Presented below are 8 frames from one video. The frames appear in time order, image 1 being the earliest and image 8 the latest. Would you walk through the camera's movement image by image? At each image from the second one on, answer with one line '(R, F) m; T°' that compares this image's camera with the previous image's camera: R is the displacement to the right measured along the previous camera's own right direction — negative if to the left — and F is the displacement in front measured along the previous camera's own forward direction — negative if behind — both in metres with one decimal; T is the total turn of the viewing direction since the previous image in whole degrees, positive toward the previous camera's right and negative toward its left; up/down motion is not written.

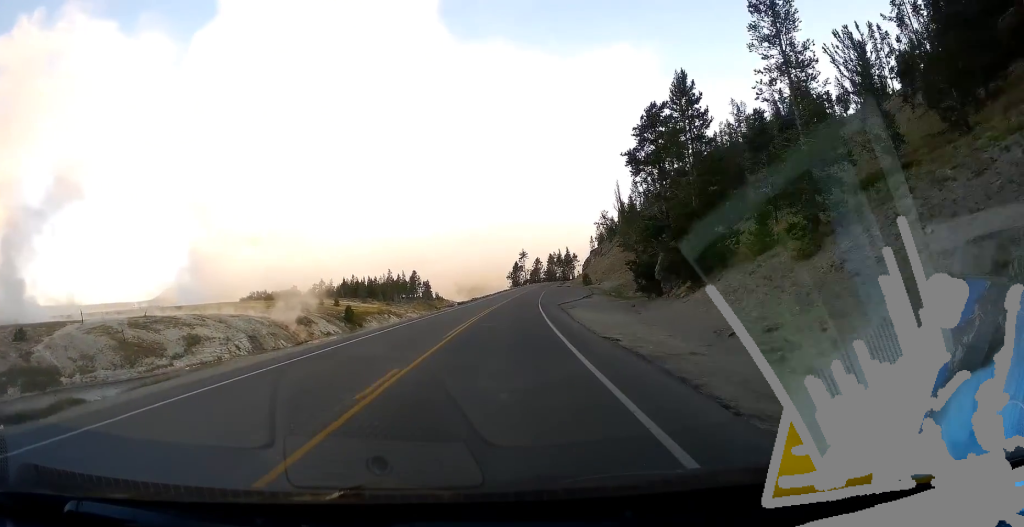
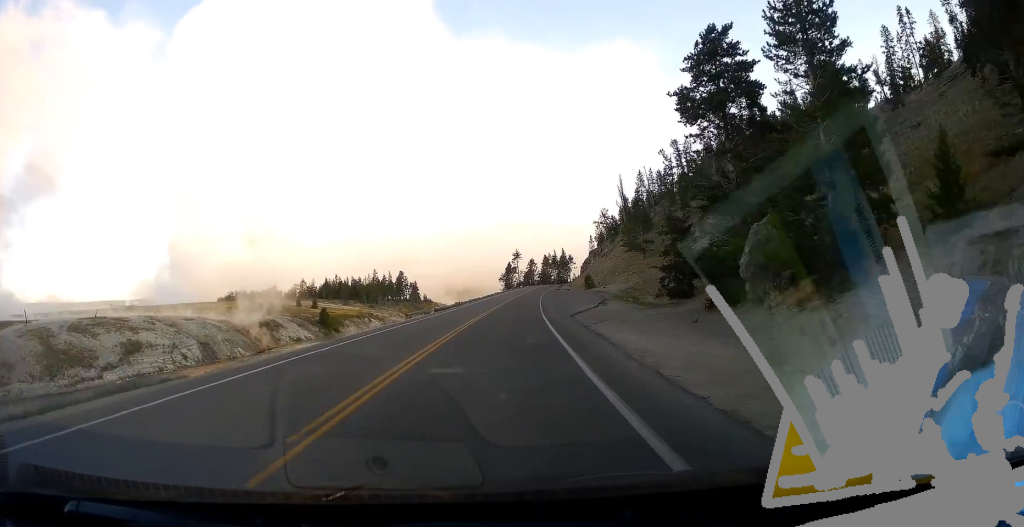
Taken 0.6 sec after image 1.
(+0.1, +13.5) m; +1°
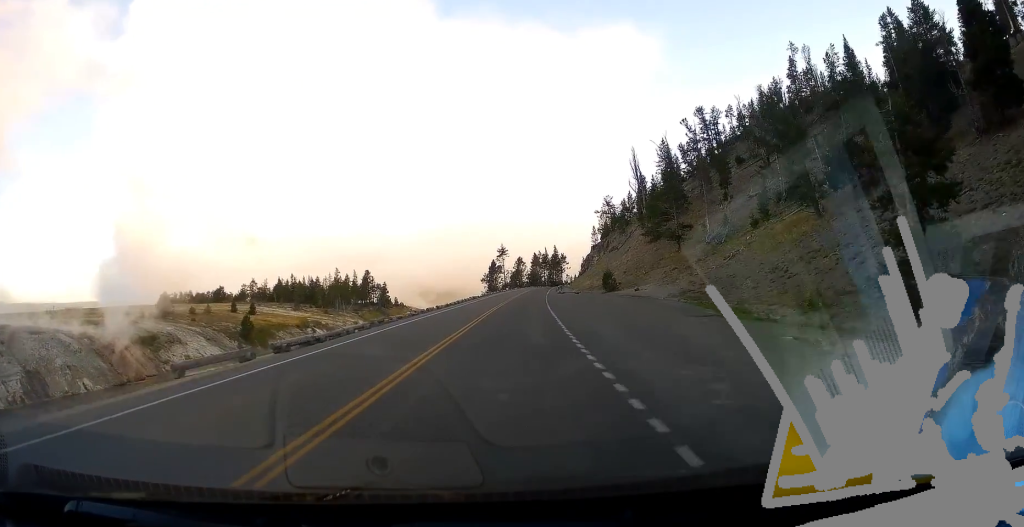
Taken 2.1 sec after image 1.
(+0.4, +34.0) m; +1°
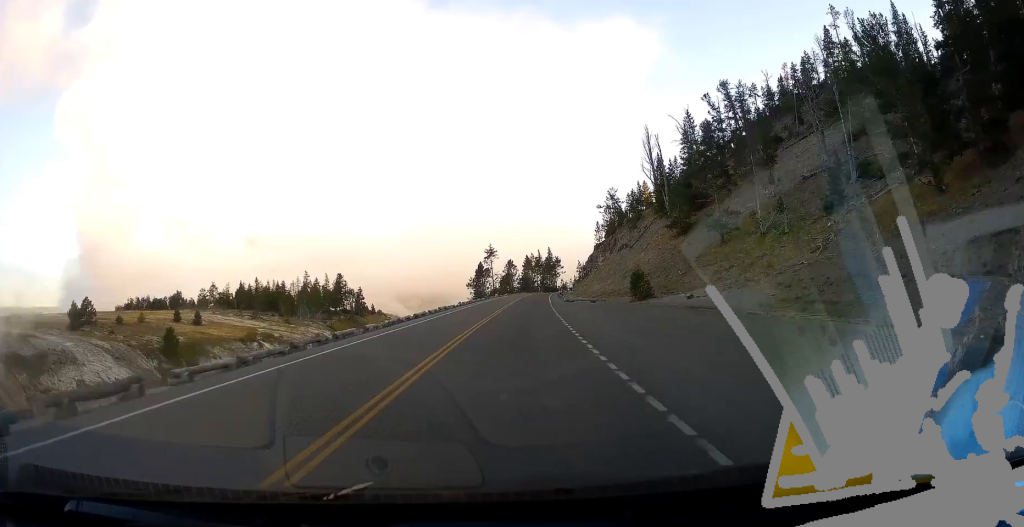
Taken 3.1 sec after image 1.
(0.0, +21.9) m; +1°
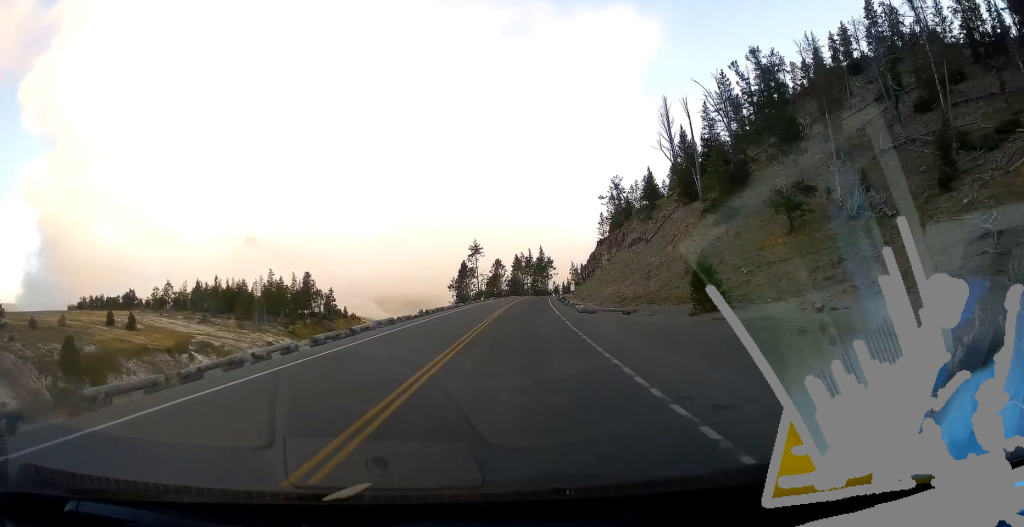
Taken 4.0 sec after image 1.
(+0.3, +19.4) m; +2°
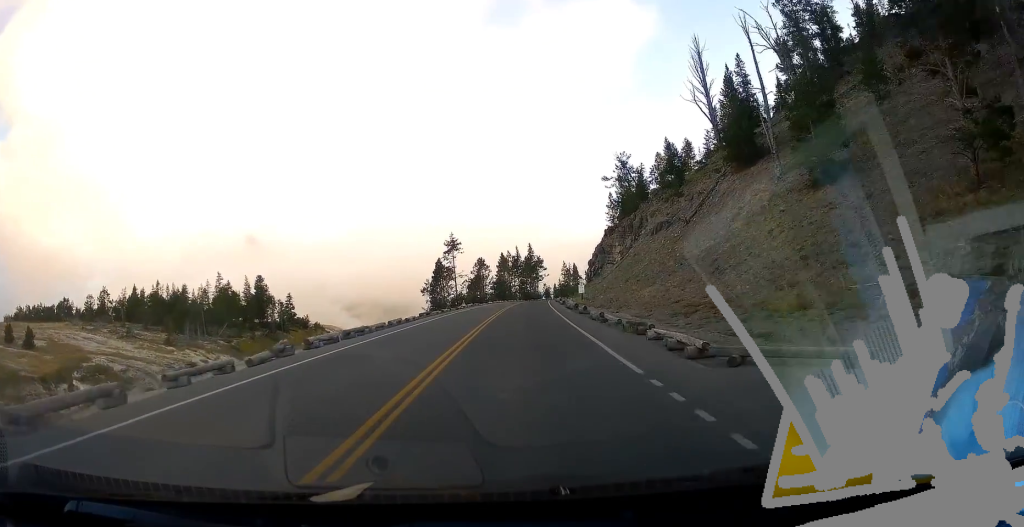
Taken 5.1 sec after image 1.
(+0.3, +23.4) m; +1°
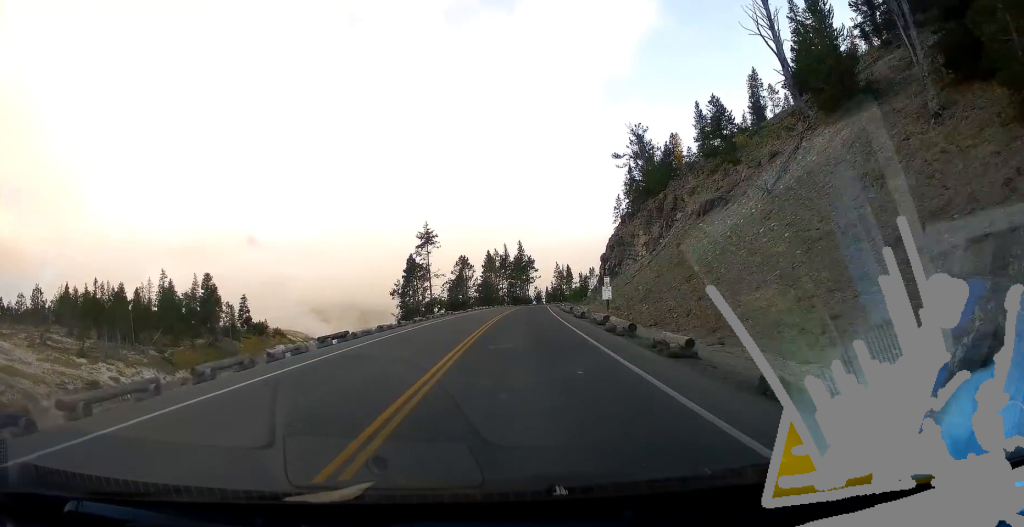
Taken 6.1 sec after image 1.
(+0.2, +20.4) m; +1°
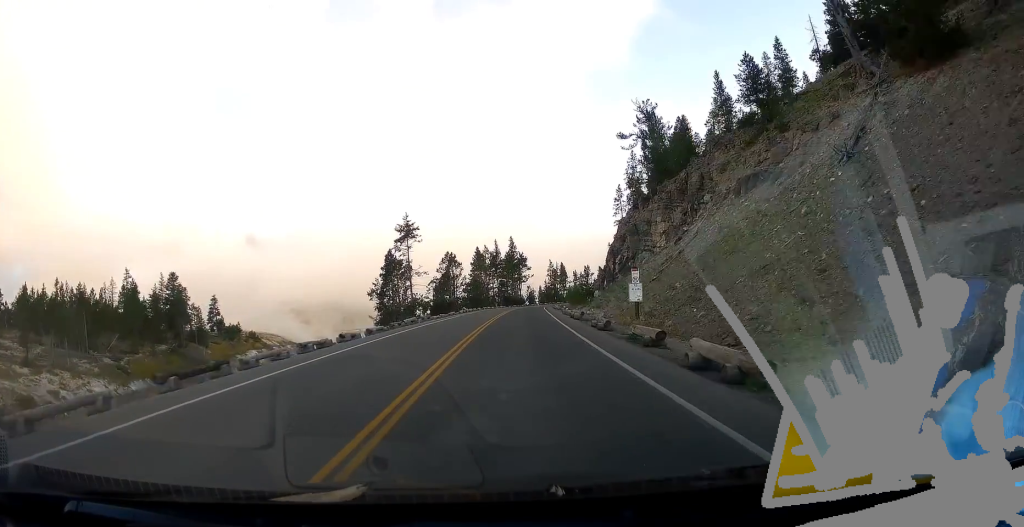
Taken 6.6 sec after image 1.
(+0.1, +10.5) m; +1°
